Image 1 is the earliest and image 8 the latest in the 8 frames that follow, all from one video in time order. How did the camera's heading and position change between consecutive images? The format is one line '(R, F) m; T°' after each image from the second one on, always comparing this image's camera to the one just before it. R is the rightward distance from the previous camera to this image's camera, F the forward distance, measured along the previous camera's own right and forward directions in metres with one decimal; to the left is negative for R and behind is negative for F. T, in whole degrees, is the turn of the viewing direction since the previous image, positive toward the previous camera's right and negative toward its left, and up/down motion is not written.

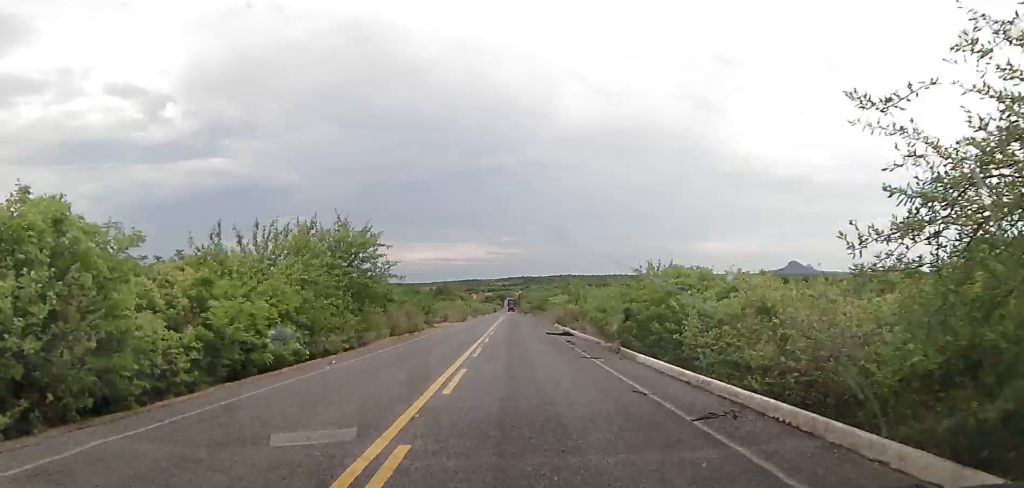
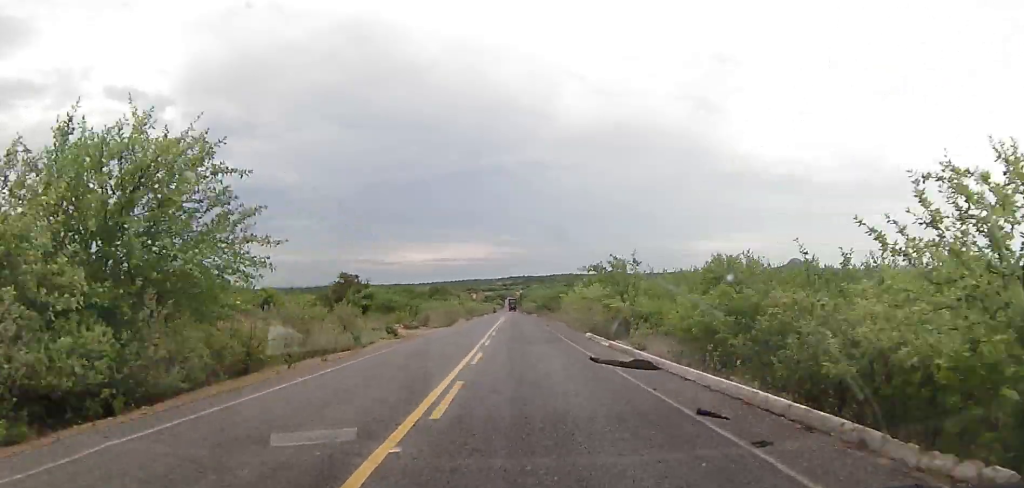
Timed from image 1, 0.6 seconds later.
(-0.4, +17.7) m; 0°
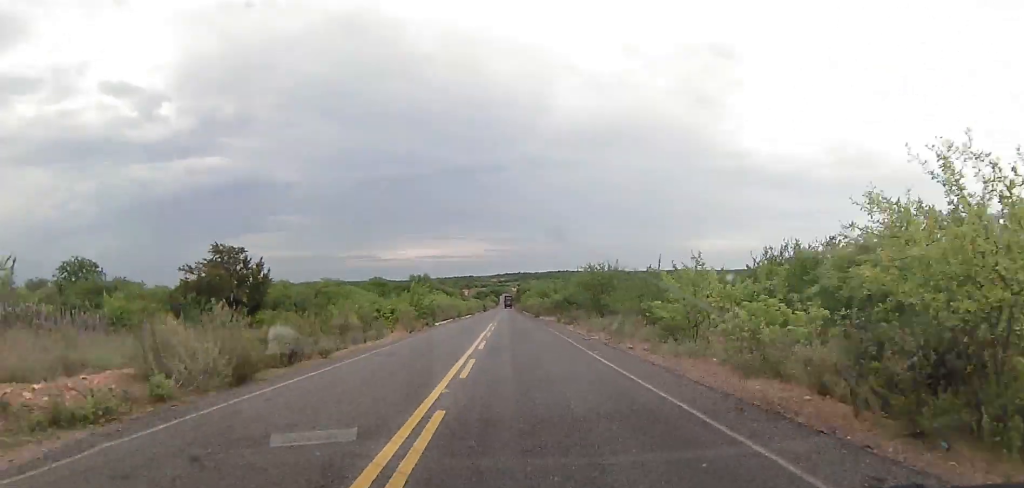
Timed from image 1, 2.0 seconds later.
(+0.4, +42.2) m; +1°
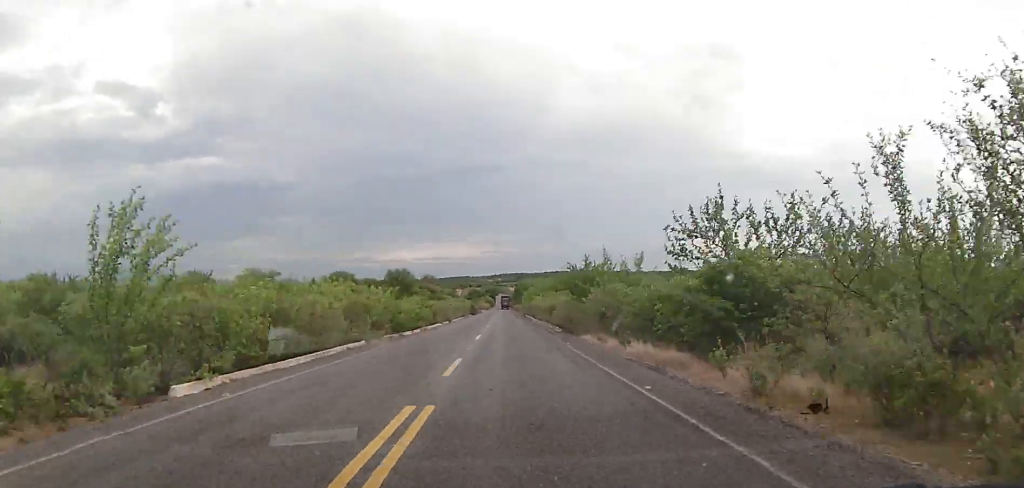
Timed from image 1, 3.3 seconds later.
(0.0, +38.1) m; 0°
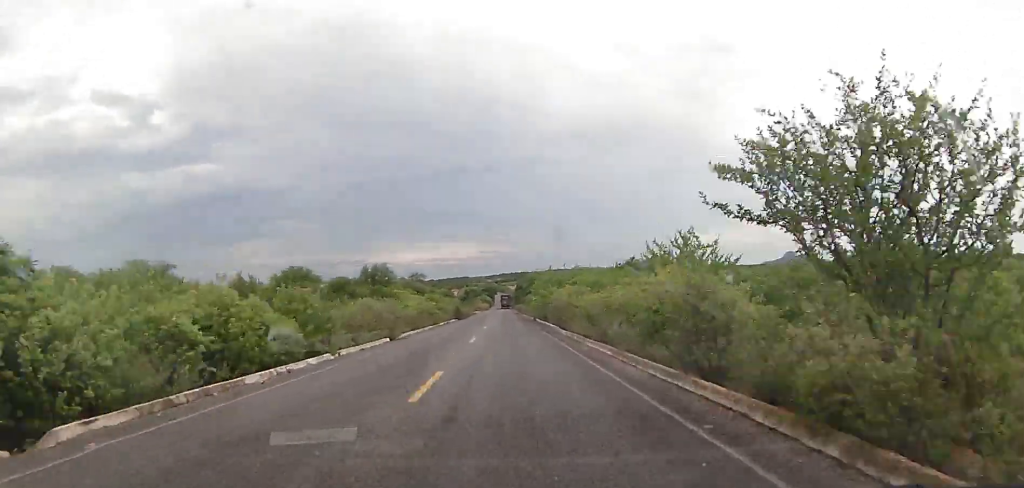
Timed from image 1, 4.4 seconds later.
(-0.2, +32.2) m; -1°
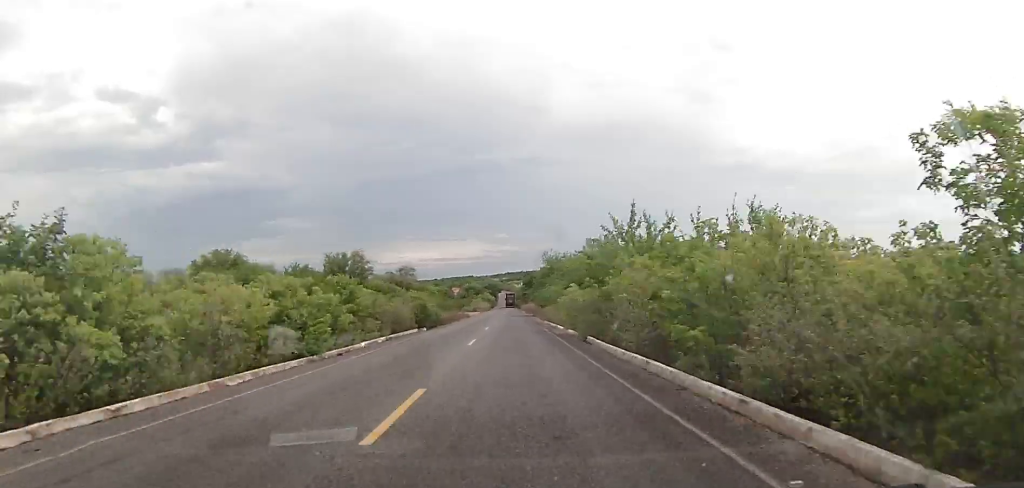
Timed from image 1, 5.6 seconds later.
(-0.2, +33.3) m; 0°
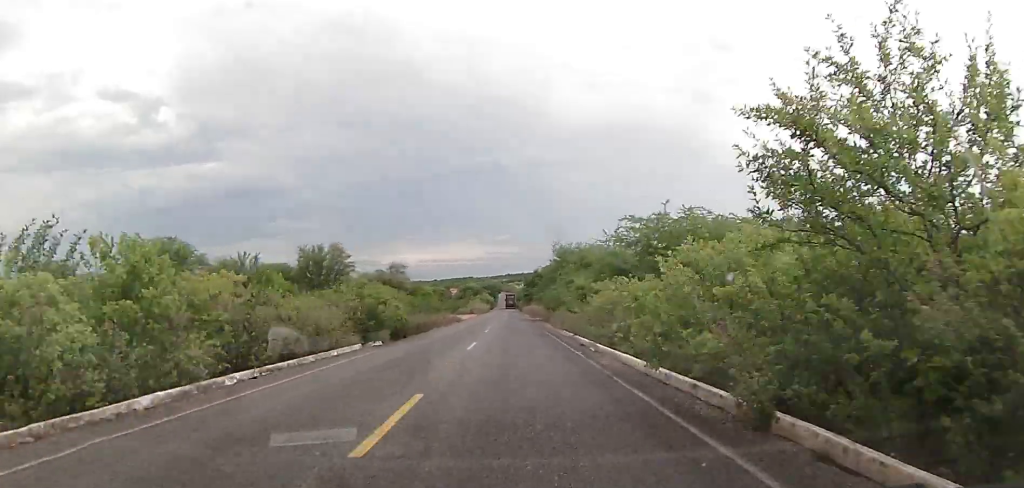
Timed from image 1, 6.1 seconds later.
(+0.1, +15.7) m; 0°
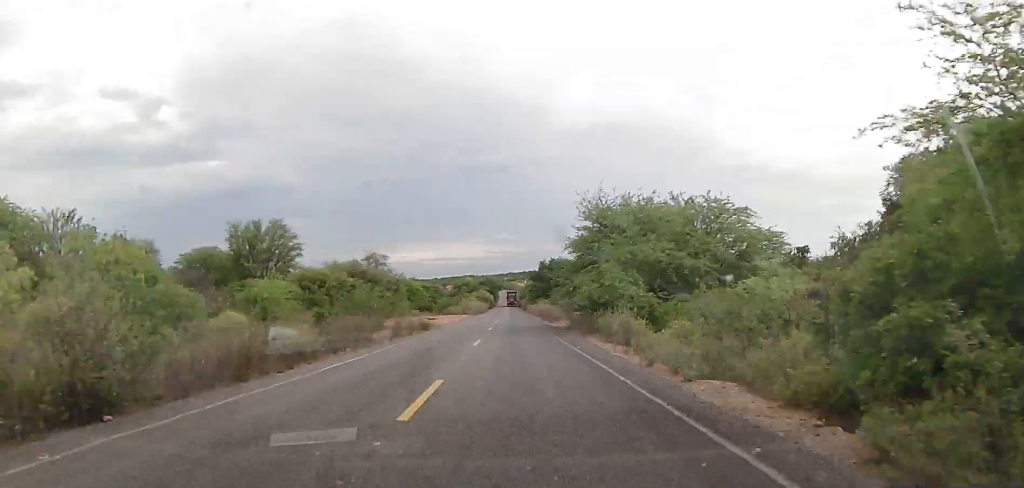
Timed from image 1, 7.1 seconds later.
(-0.3, +28.3) m; 0°
